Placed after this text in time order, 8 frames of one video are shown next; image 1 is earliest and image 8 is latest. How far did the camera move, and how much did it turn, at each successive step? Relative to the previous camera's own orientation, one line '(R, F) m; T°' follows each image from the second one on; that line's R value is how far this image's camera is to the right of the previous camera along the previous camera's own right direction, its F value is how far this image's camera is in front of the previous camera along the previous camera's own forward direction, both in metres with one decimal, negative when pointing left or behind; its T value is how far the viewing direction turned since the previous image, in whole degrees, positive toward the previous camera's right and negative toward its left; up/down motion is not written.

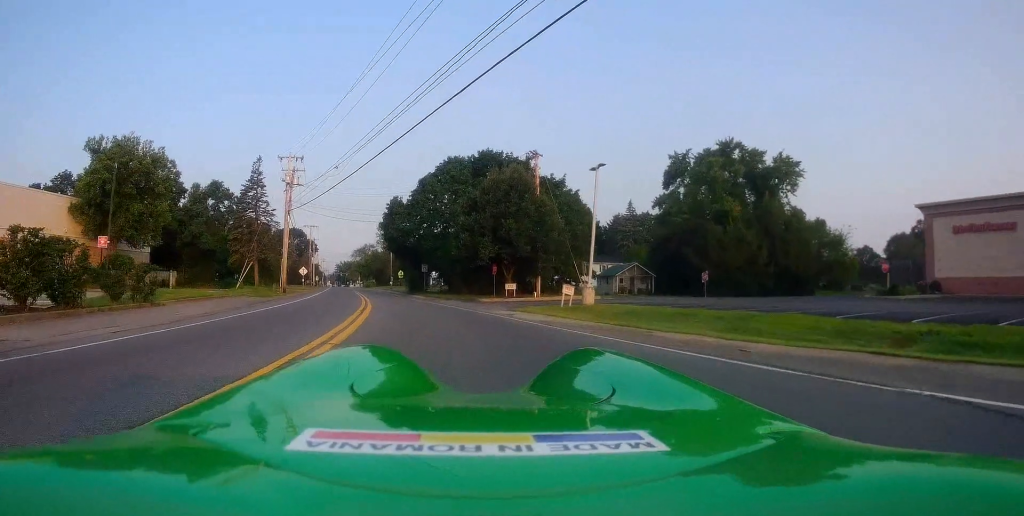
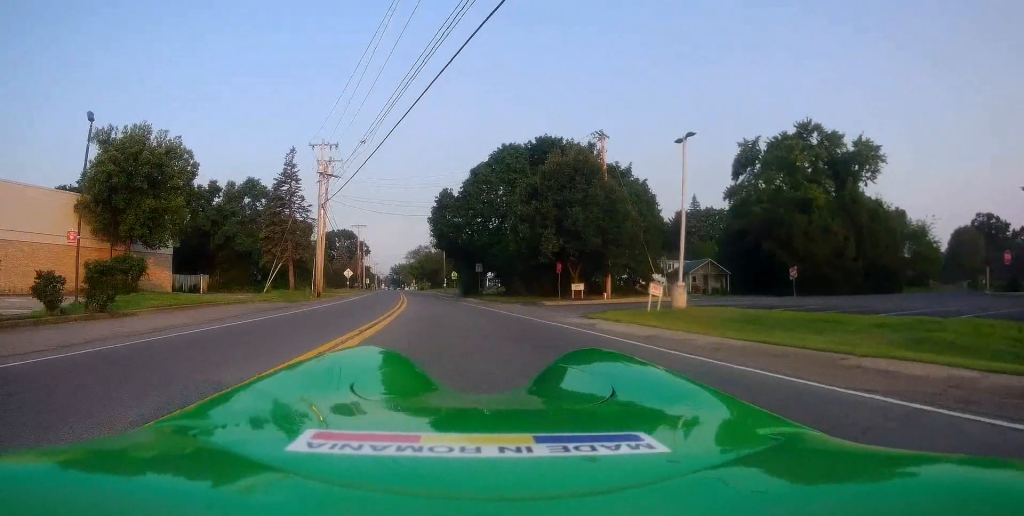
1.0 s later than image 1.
(-0.4, +5.9) m; -4°
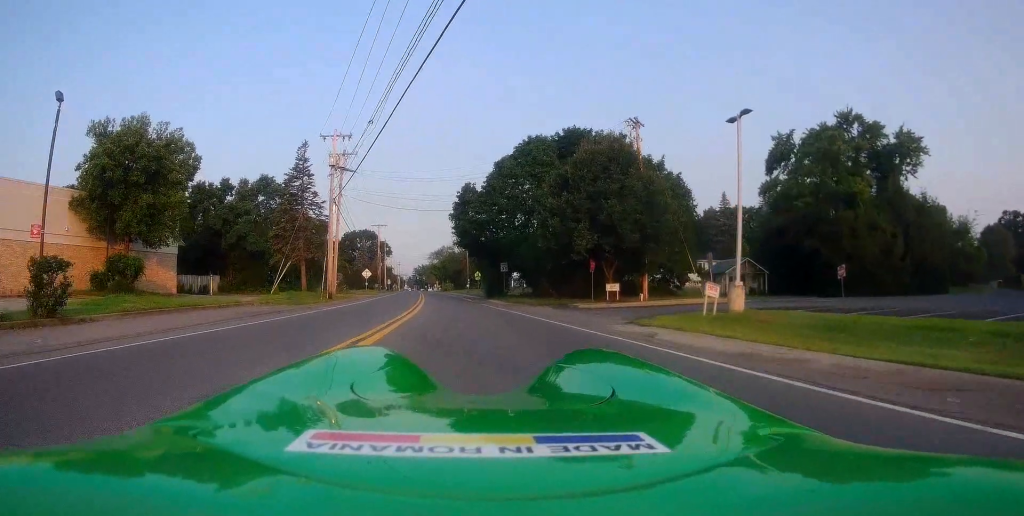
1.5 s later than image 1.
(0.0, +3.3) m; 0°
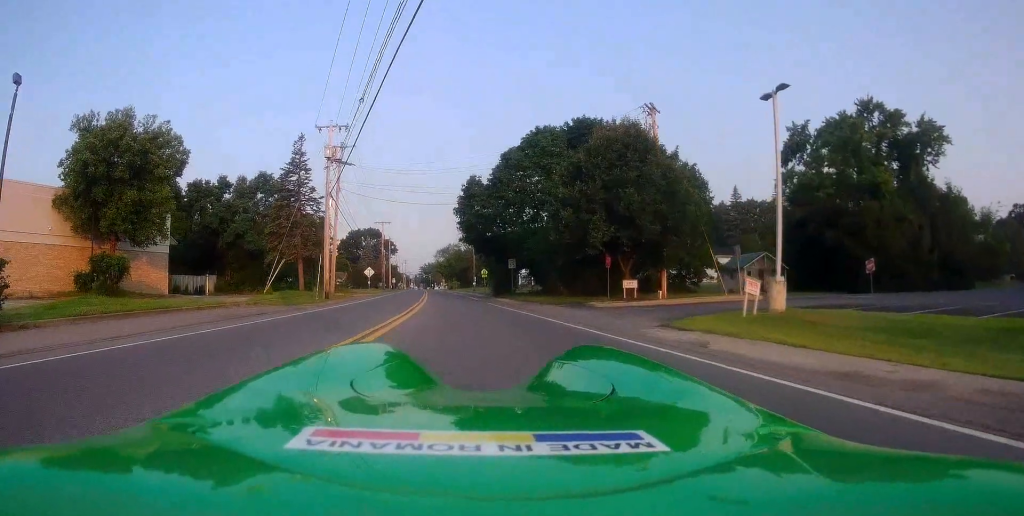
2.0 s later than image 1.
(0.0, +2.8) m; 0°
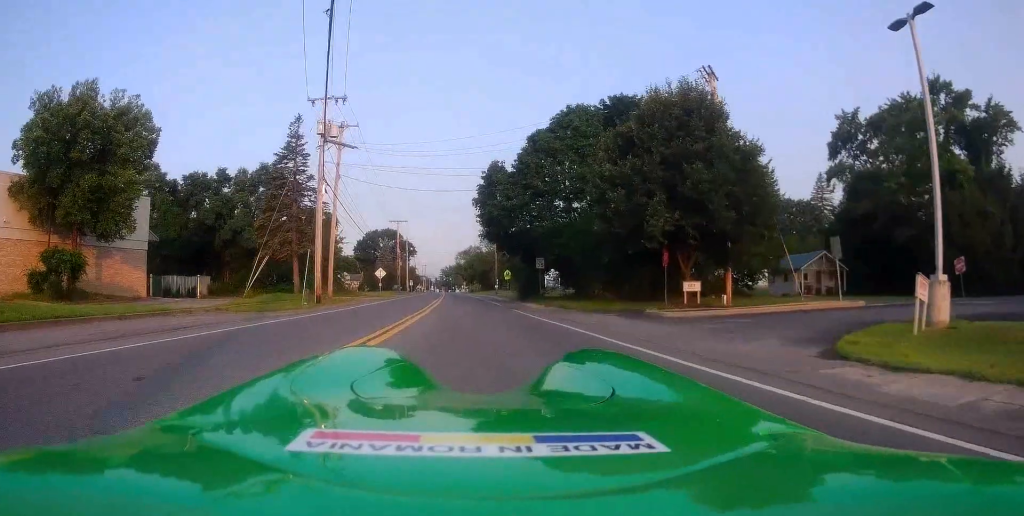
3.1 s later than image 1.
(0.0, +6.6) m; 0°
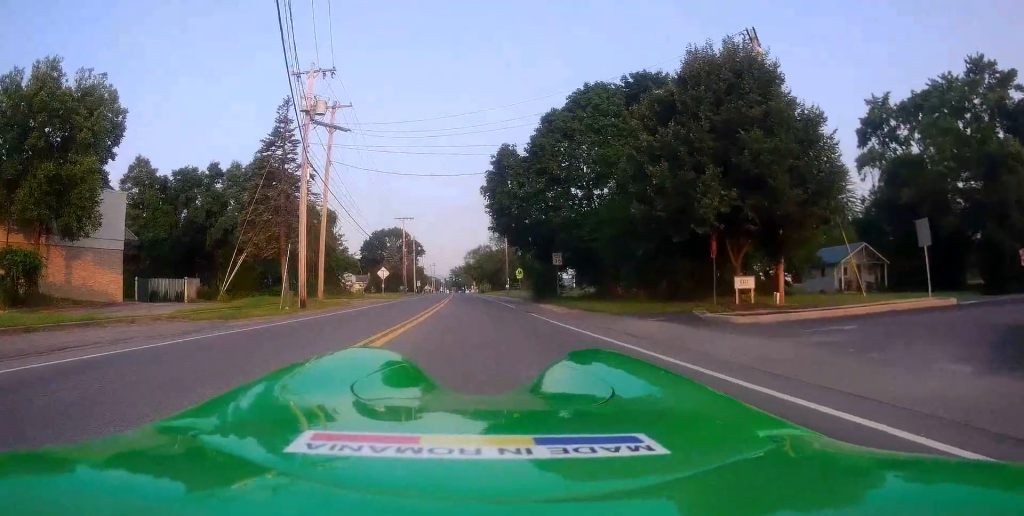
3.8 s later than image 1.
(0.0, +4.6) m; 0°
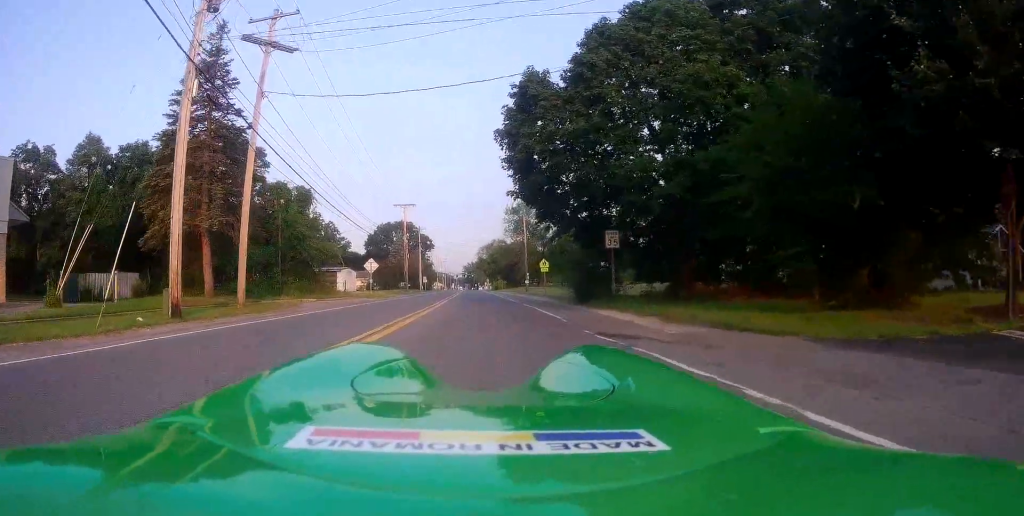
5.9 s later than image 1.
(-0.6, +12.9) m; -5°
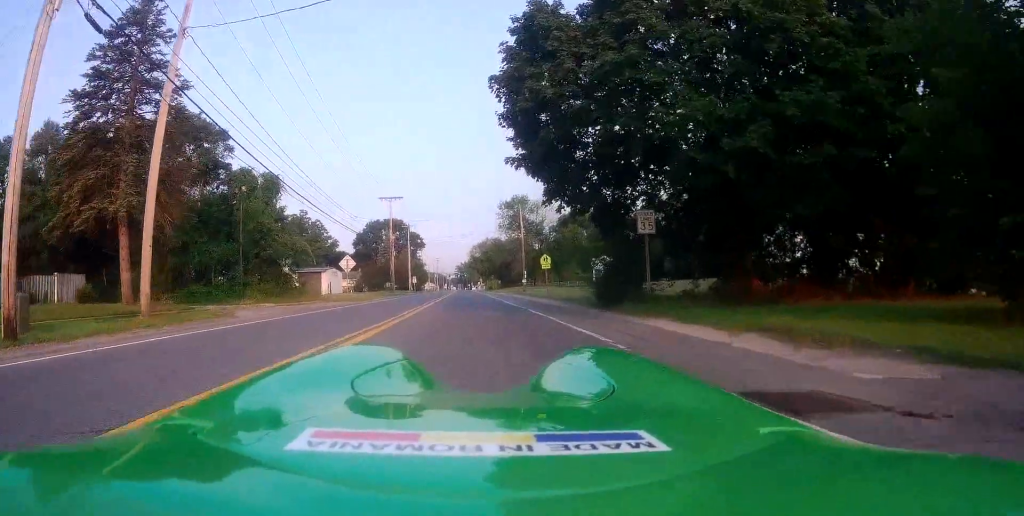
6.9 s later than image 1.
(+0.1, +6.3) m; 0°
